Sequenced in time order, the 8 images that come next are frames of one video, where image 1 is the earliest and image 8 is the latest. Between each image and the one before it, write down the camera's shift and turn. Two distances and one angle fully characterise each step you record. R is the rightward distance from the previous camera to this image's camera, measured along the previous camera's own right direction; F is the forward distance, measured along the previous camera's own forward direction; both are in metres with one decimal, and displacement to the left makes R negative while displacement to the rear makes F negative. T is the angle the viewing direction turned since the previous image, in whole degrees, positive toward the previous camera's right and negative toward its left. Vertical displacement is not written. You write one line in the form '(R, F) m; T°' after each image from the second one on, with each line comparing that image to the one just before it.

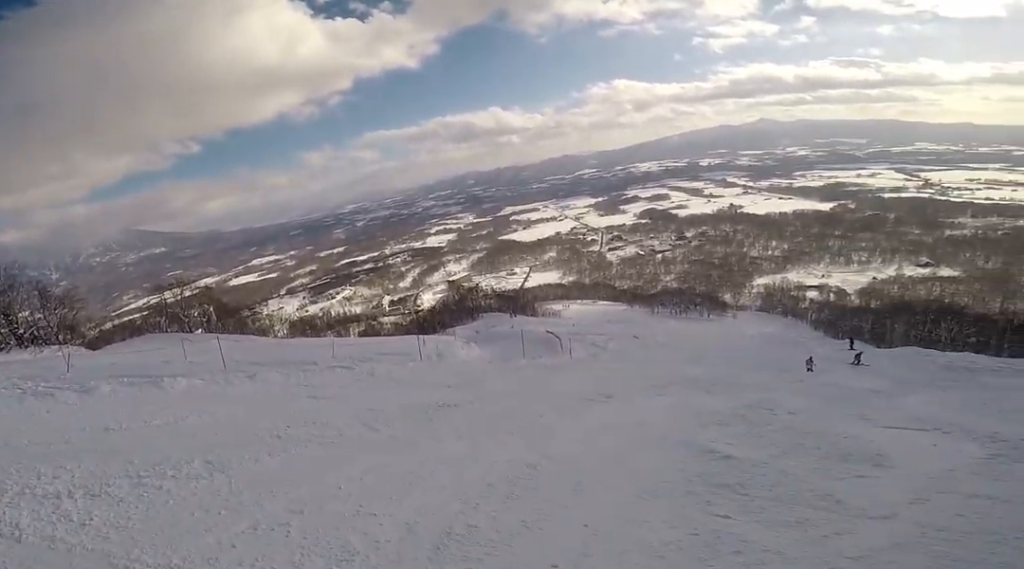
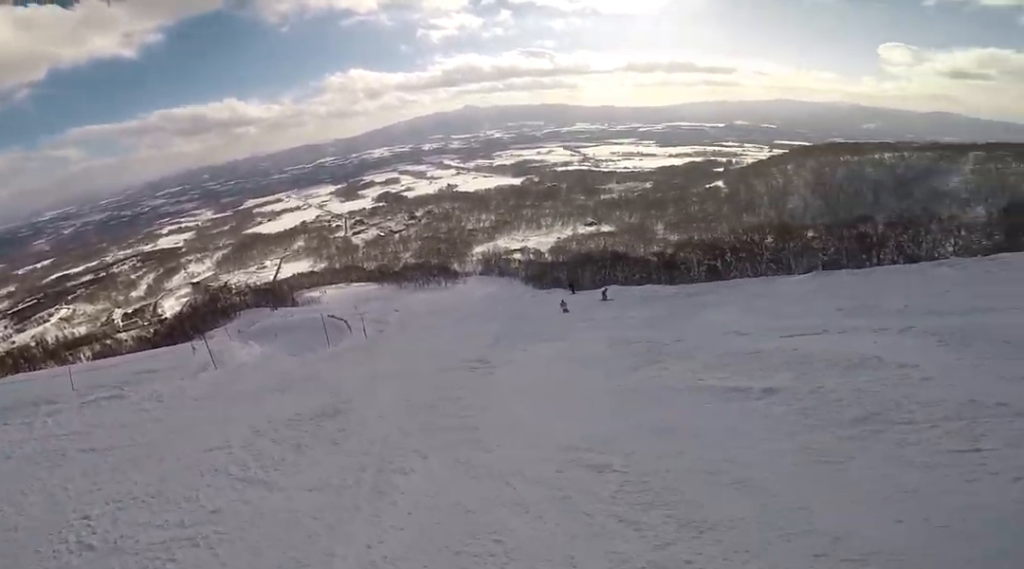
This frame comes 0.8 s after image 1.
(+0.7, +2.6) m; +33°
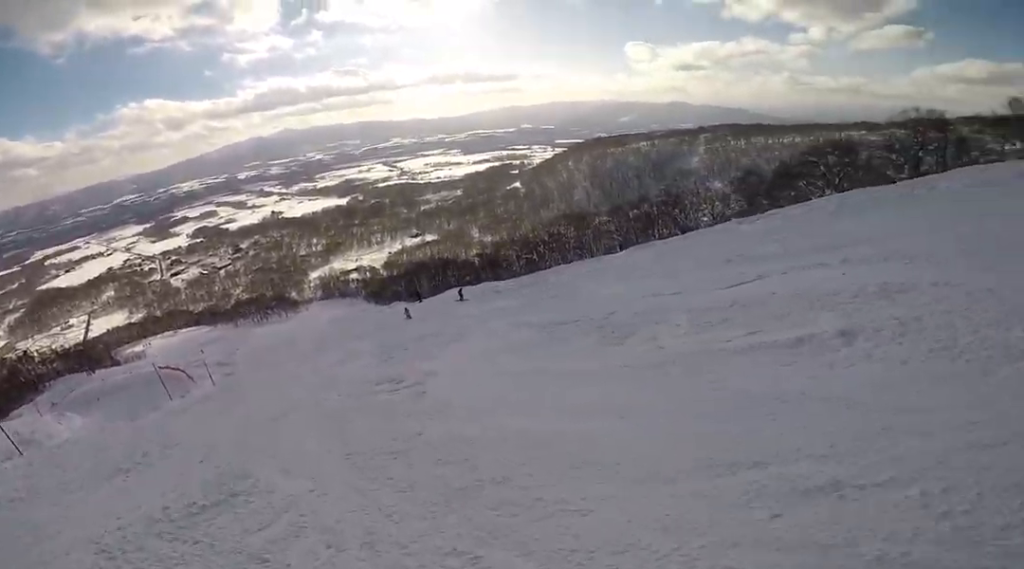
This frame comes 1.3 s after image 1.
(+0.2, +1.8) m; +25°
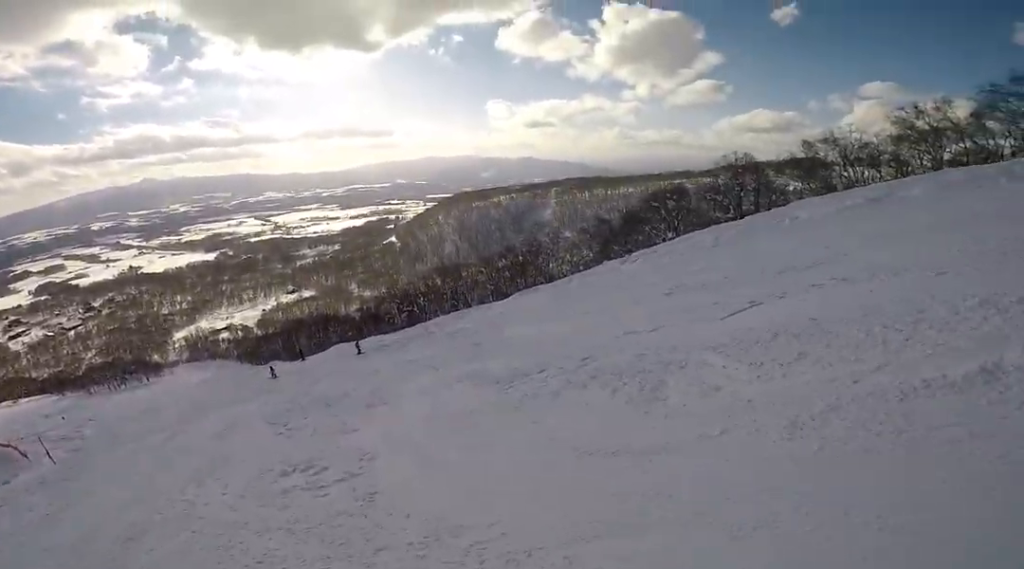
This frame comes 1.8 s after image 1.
(+0.6, +1.7) m; +17°
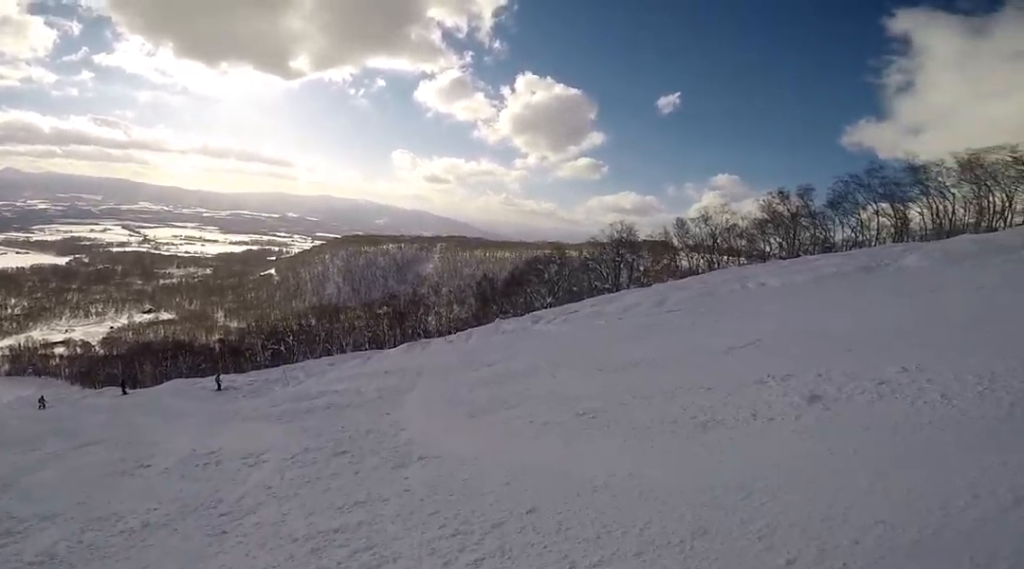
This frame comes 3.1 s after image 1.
(+1.6, +4.7) m; +31°
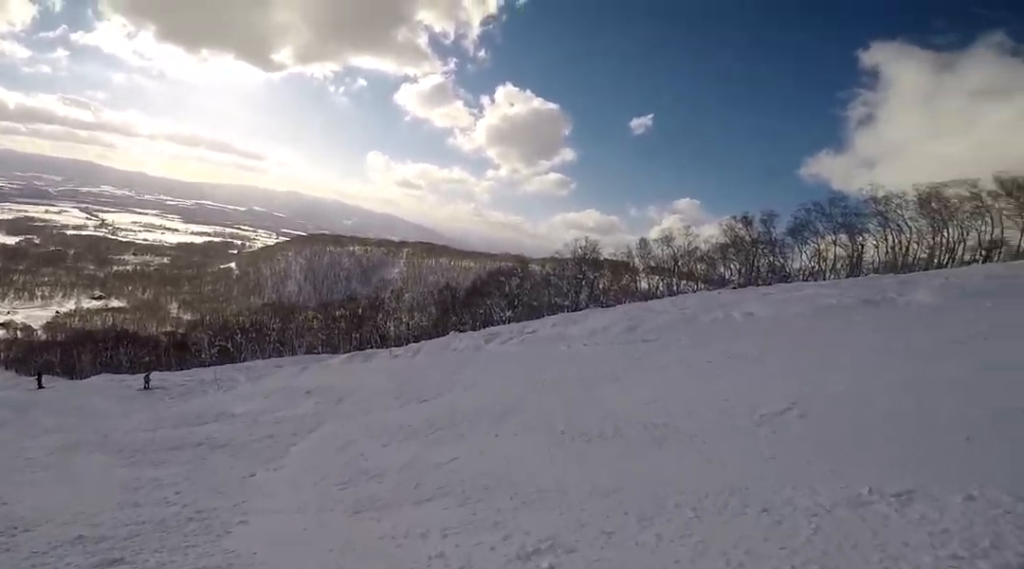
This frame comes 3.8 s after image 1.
(+0.3, +2.2) m; +10°
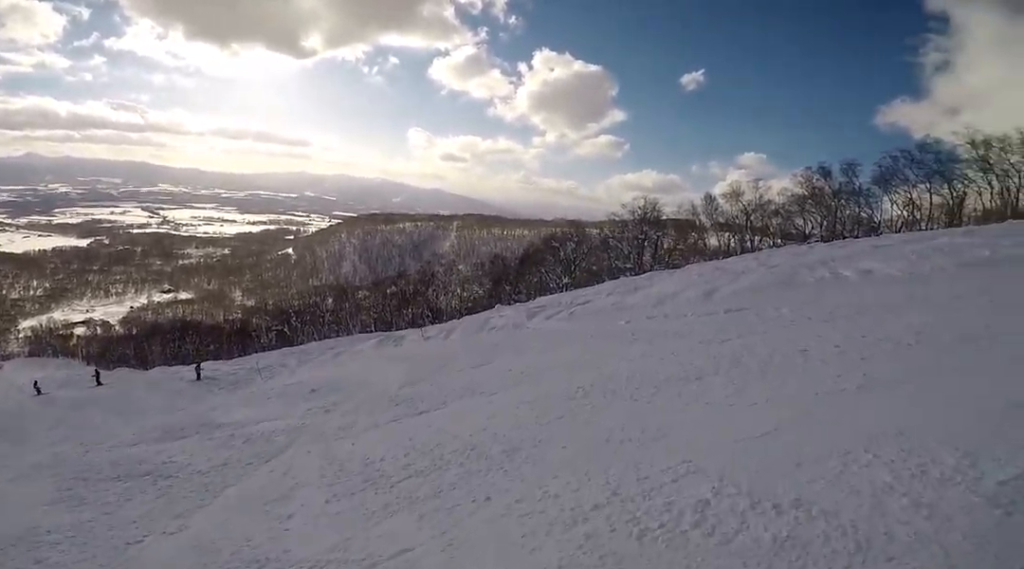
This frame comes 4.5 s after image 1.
(+0.2, +2.2) m; +5°
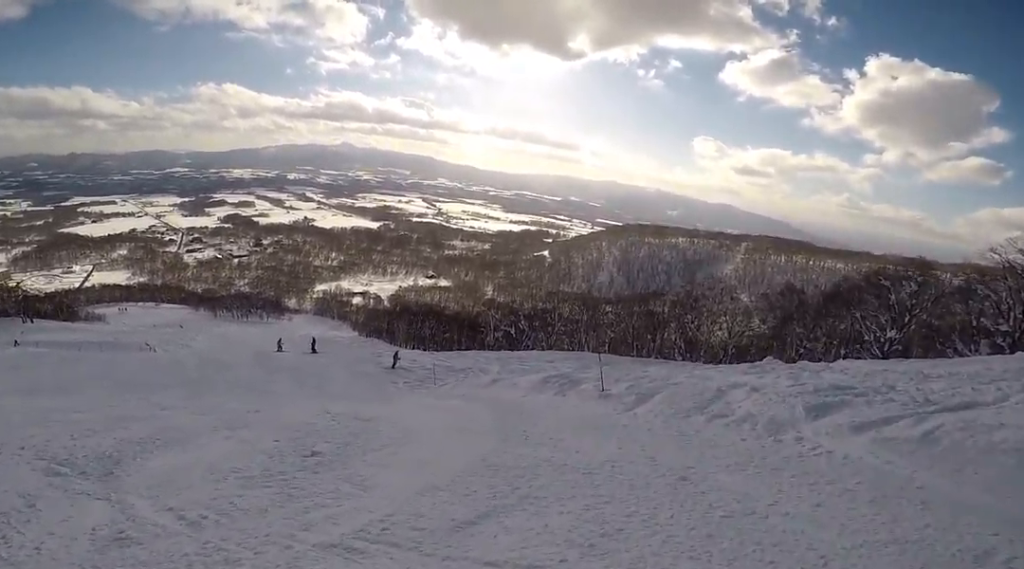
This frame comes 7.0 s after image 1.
(-3.4, +7.3) m; -55°
